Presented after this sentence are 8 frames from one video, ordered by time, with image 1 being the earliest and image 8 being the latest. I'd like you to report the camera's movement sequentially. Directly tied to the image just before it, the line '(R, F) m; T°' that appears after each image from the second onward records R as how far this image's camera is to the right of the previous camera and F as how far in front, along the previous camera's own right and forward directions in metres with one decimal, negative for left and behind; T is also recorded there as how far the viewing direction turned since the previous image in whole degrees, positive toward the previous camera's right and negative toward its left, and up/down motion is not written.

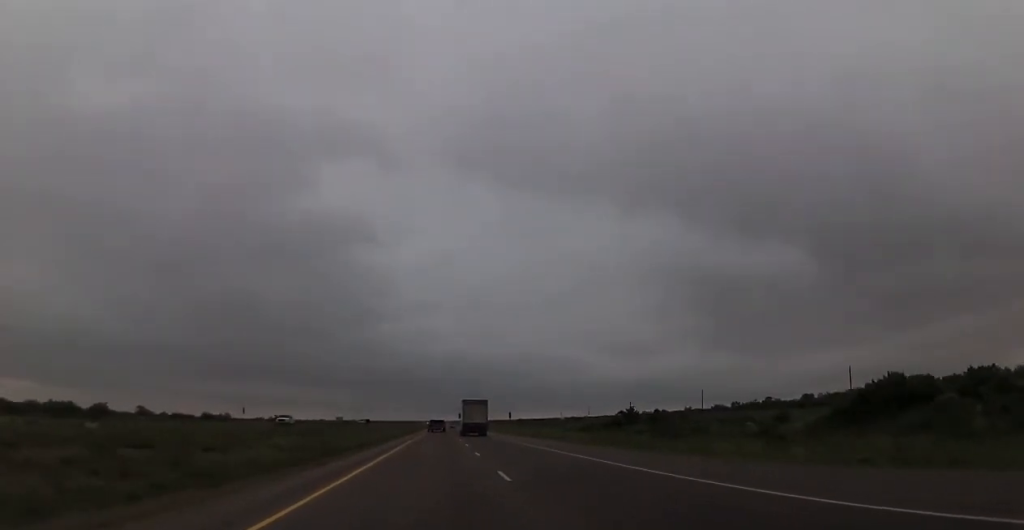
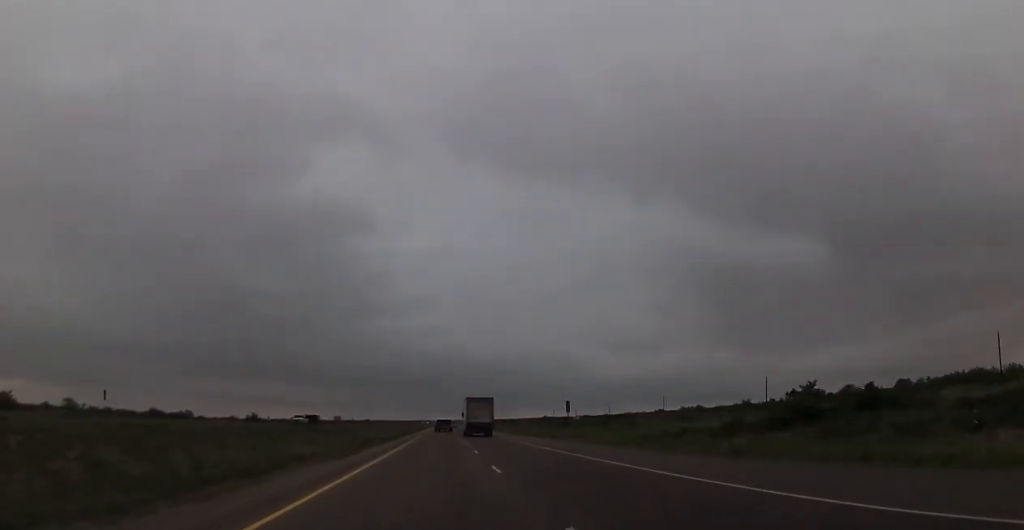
(+0.6, +46.6) m; 0°
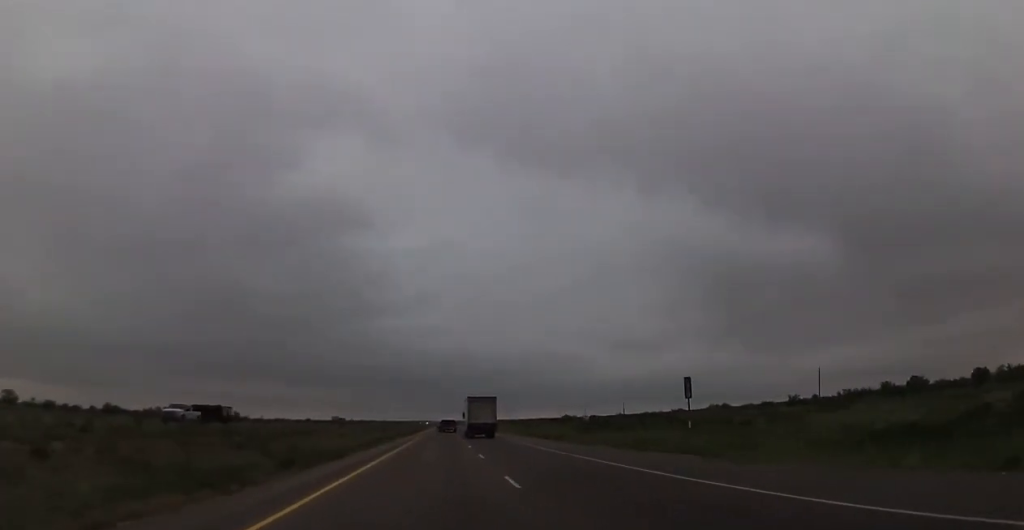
(-0.4, +28.0) m; -1°
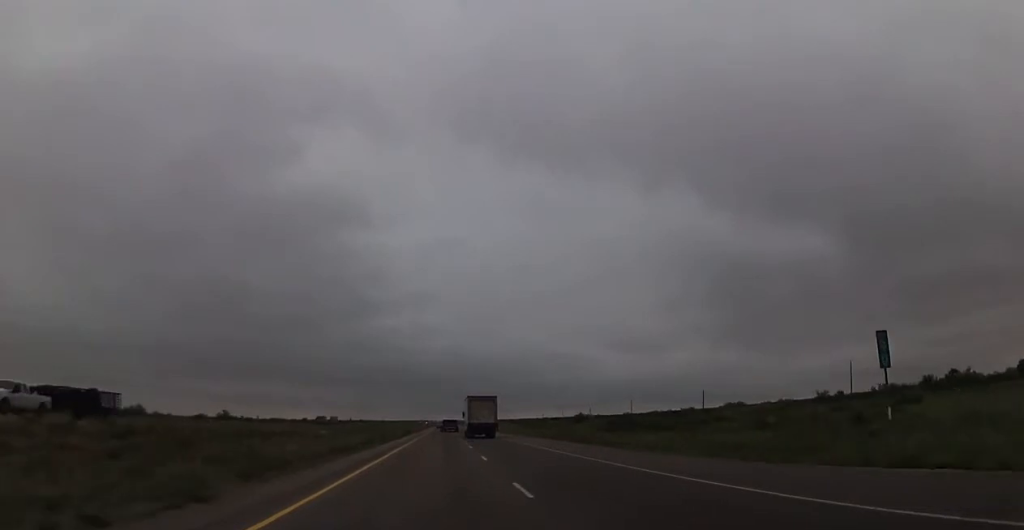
(-0.1, +14.0) m; 0°
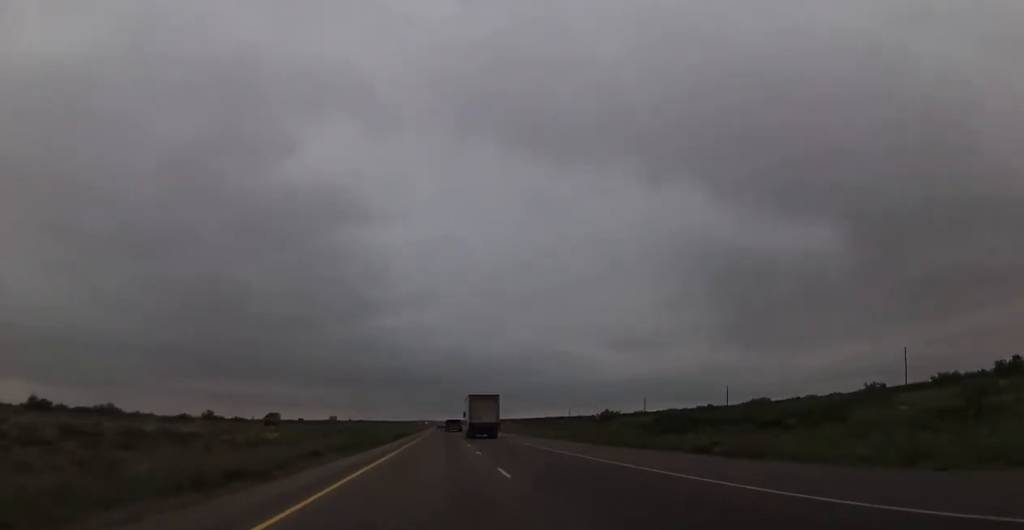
(+0.2, +19.9) m; 0°
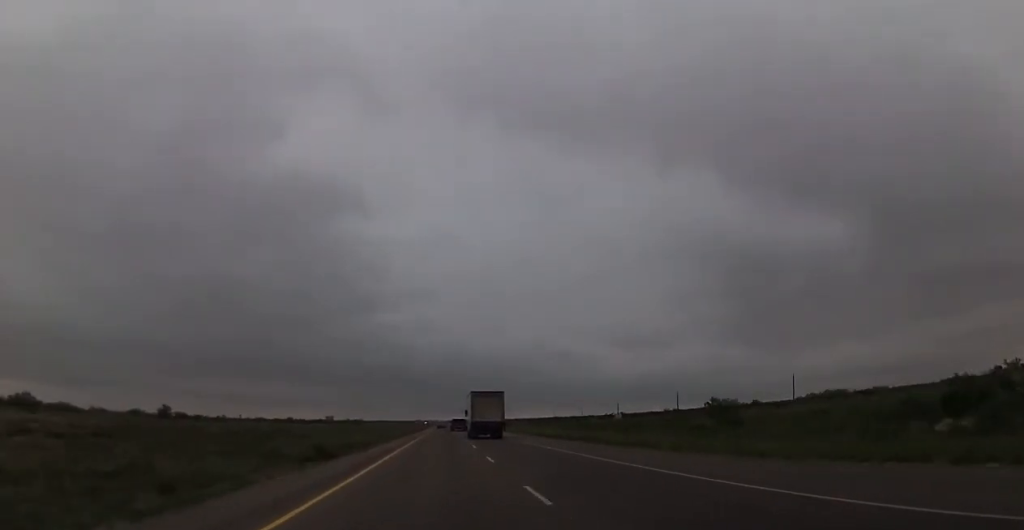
(-0.1, +42.0) m; 0°
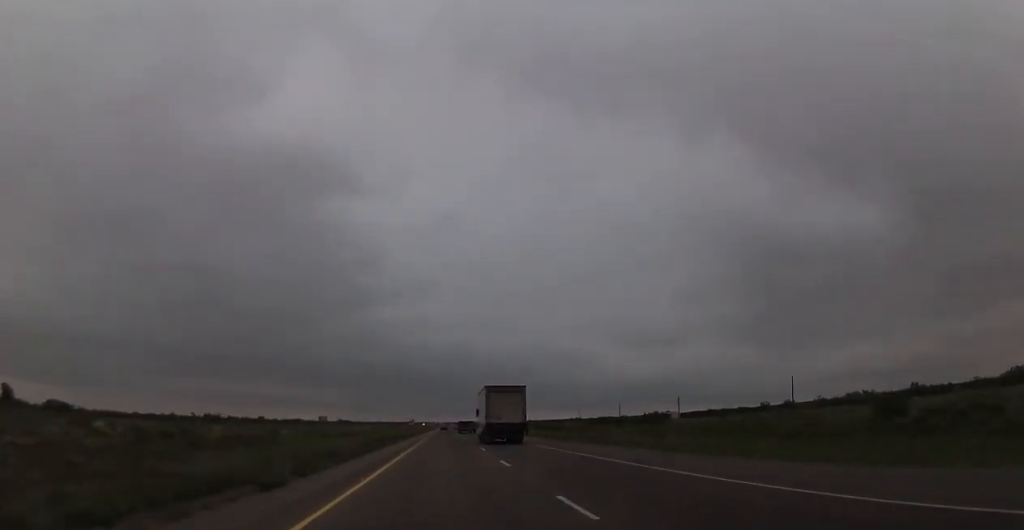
(+0.7, +86.5) m; +1°
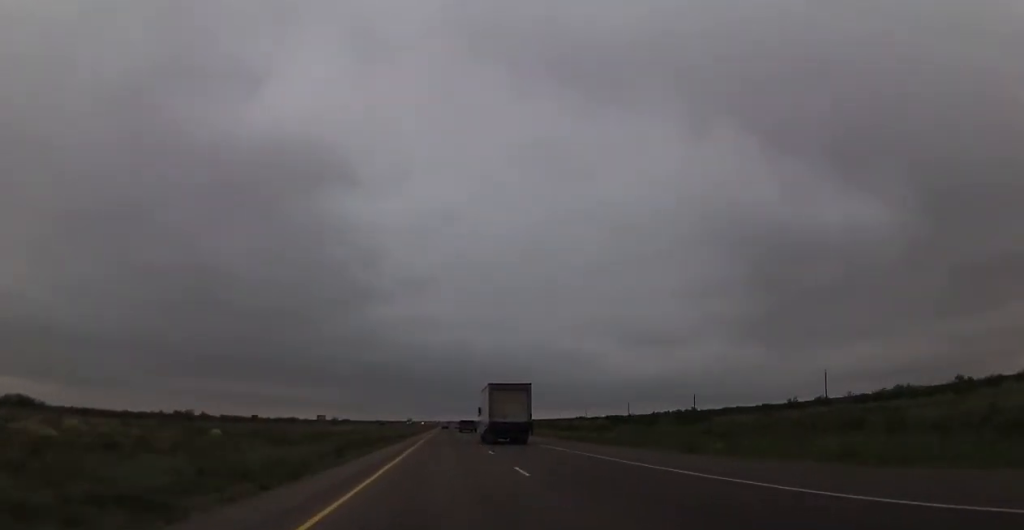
(+0.1, +16.4) m; 0°
